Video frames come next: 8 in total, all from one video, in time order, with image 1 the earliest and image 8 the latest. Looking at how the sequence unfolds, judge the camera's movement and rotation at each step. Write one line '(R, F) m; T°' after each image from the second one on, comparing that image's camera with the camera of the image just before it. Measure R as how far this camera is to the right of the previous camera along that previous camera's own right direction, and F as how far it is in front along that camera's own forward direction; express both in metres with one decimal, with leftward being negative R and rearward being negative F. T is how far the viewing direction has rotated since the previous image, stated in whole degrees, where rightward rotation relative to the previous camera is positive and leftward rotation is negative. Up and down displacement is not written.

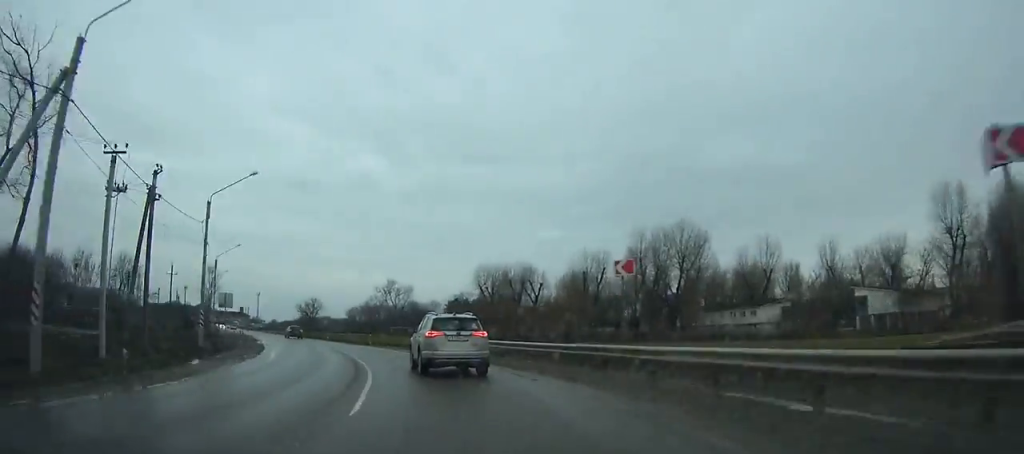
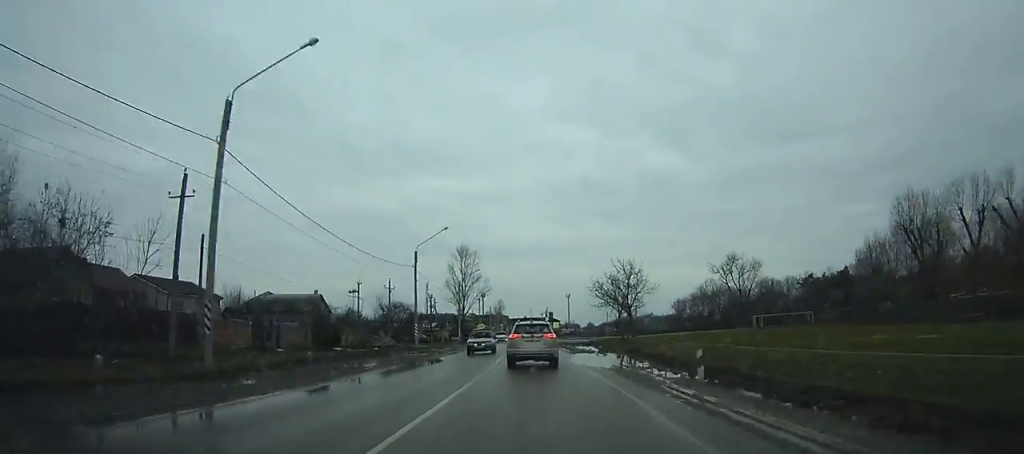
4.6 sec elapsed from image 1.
(-16.9, +57.2) m; -19°
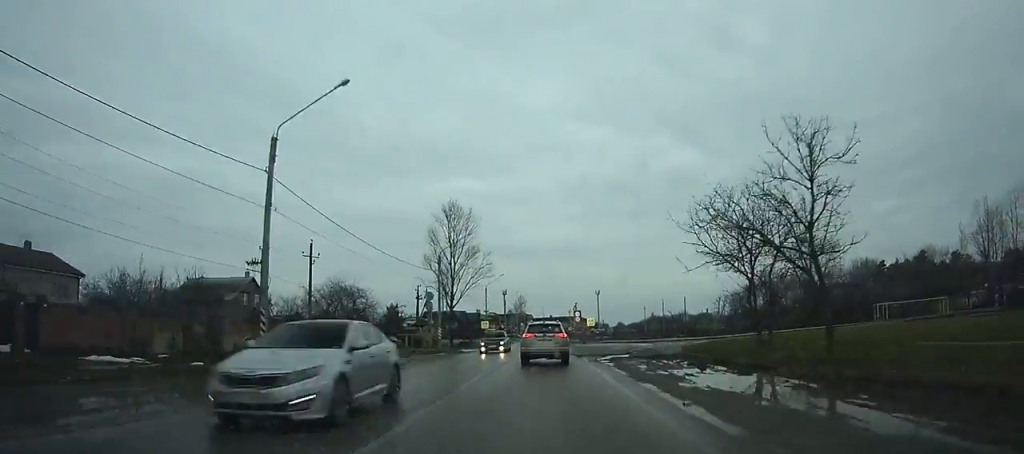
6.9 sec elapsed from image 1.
(-0.7, +30.9) m; -2°
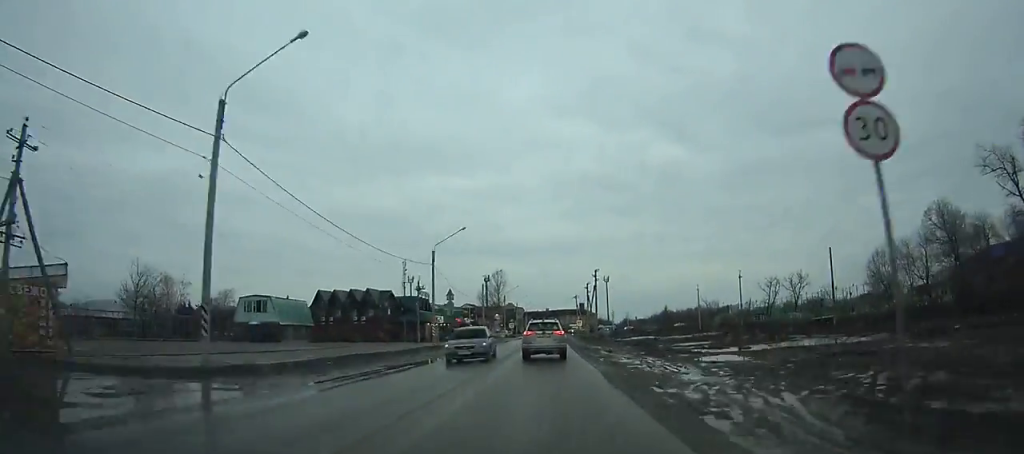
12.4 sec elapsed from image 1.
(-0.6, +76.2) m; 0°
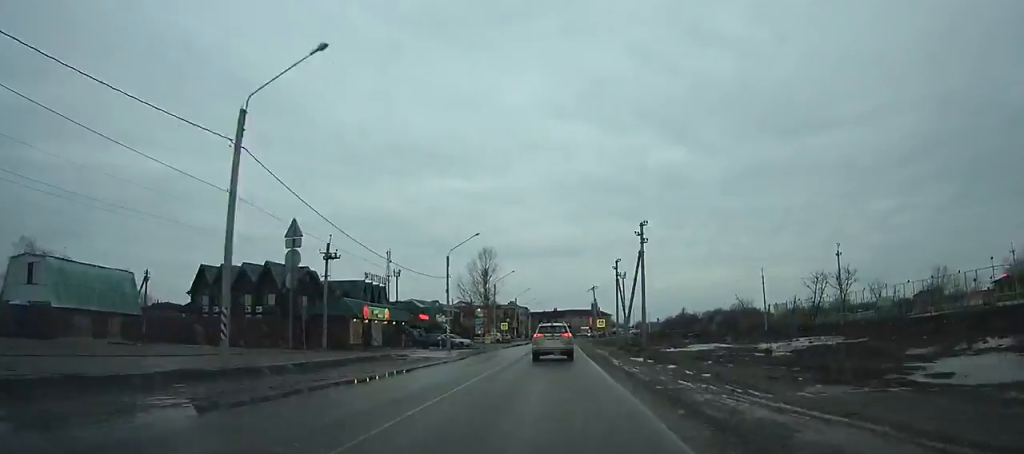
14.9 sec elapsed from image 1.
(+0.1, +35.1) m; +1°
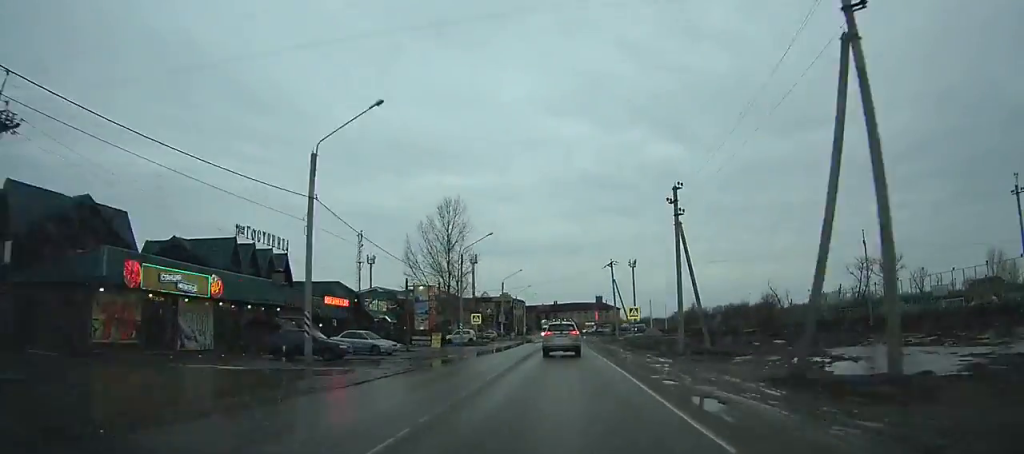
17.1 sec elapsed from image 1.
(+0.2, +30.7) m; +1°
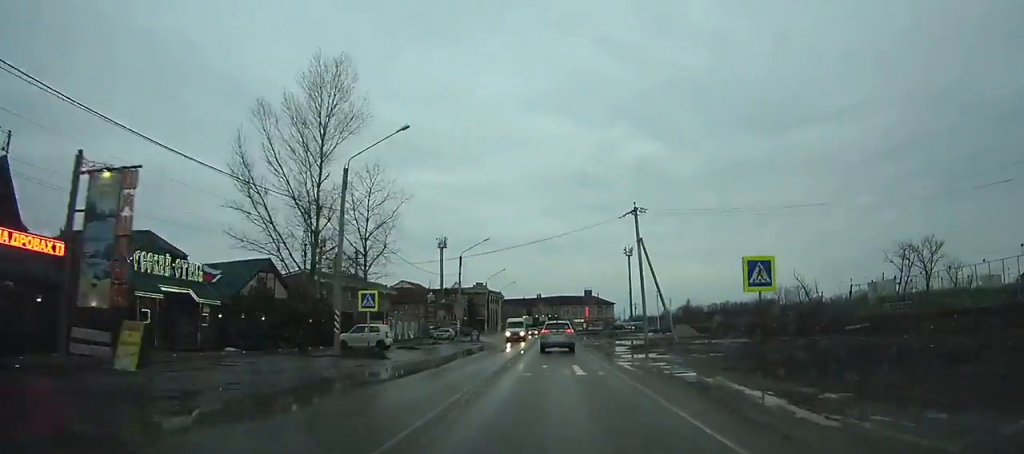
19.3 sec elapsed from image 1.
(+0.3, +30.0) m; 0°
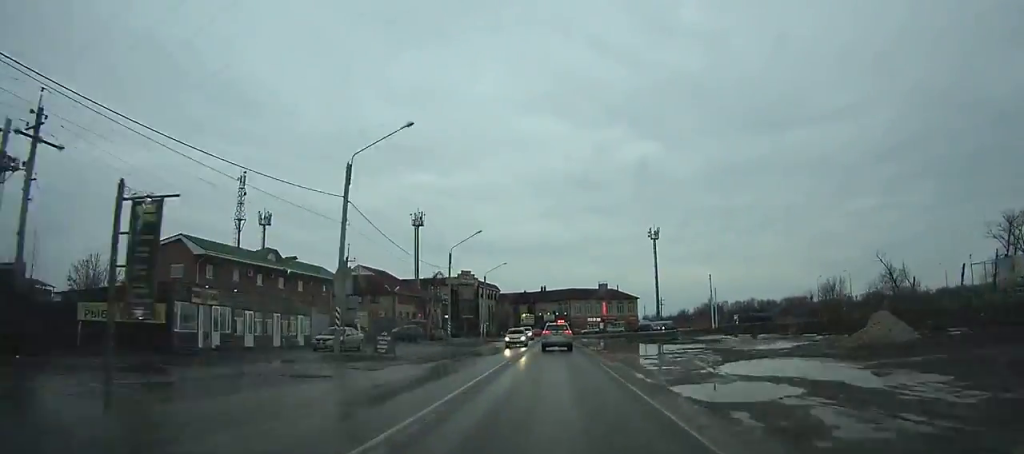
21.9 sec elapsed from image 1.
(+0.1, +34.1) m; 0°
